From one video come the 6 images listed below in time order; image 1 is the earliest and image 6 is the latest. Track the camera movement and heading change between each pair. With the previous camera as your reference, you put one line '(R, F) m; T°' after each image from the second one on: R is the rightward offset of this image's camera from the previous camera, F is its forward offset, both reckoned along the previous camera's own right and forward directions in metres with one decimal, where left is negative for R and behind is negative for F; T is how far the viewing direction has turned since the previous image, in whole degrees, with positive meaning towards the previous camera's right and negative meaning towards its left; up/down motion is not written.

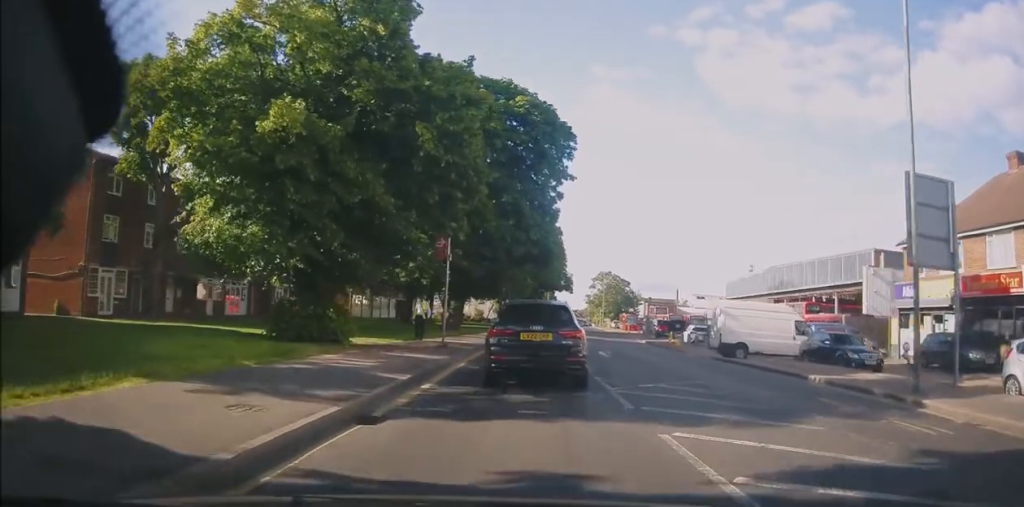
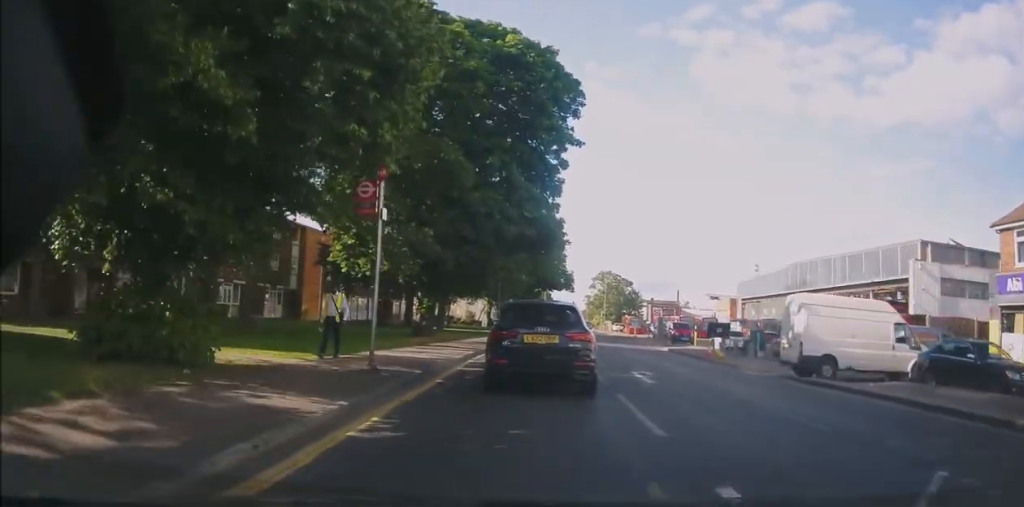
(+0.3, +8.3) m; +2°
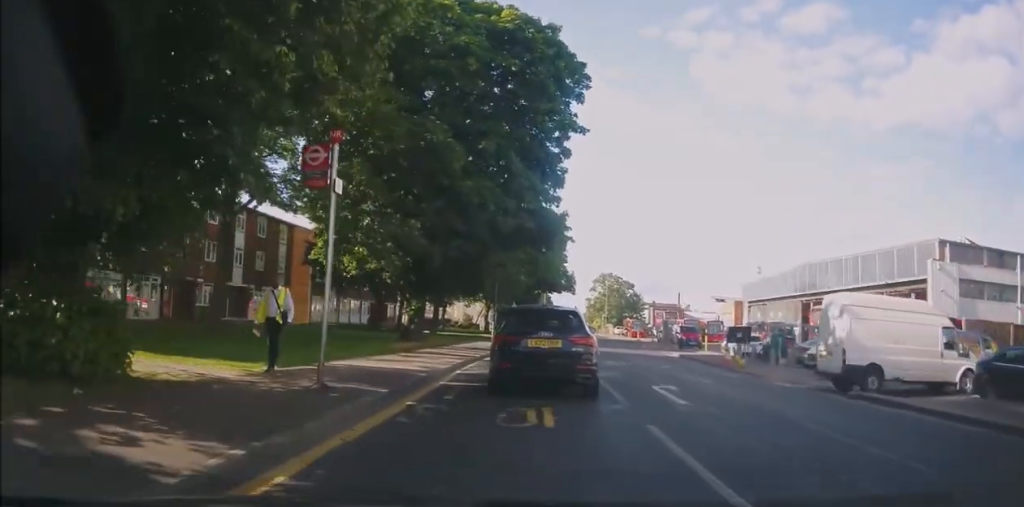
(0.0, +2.9) m; 0°
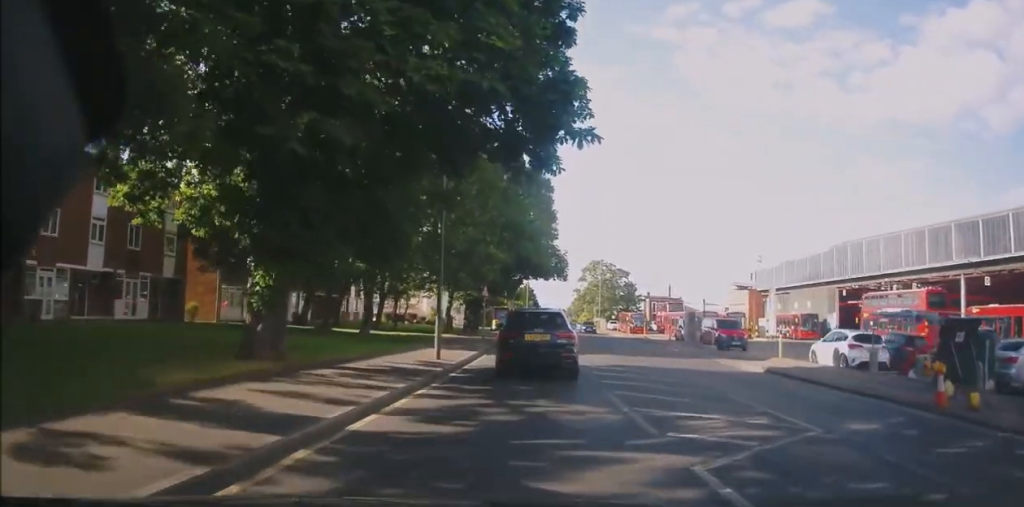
(+0.1, +14.4) m; 0°
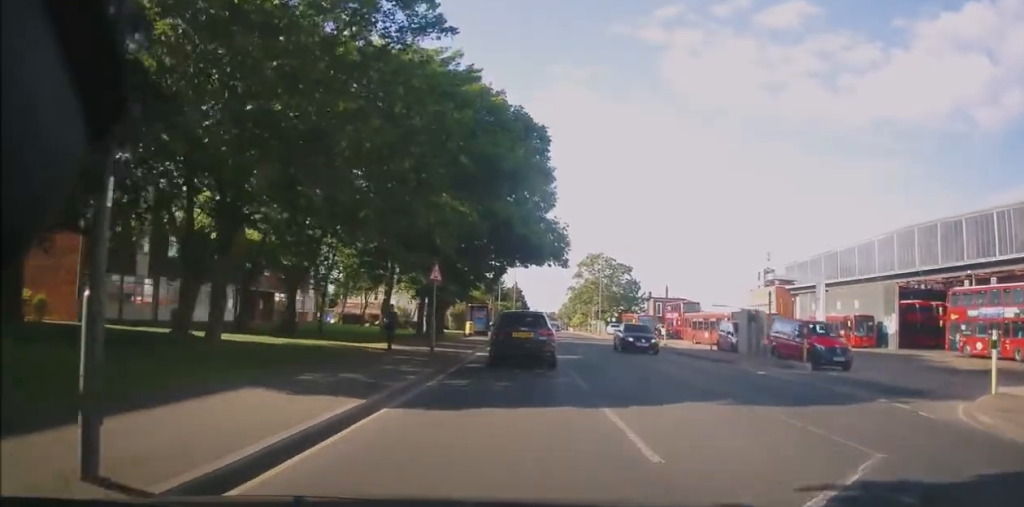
(-0.1, +13.3) m; 0°
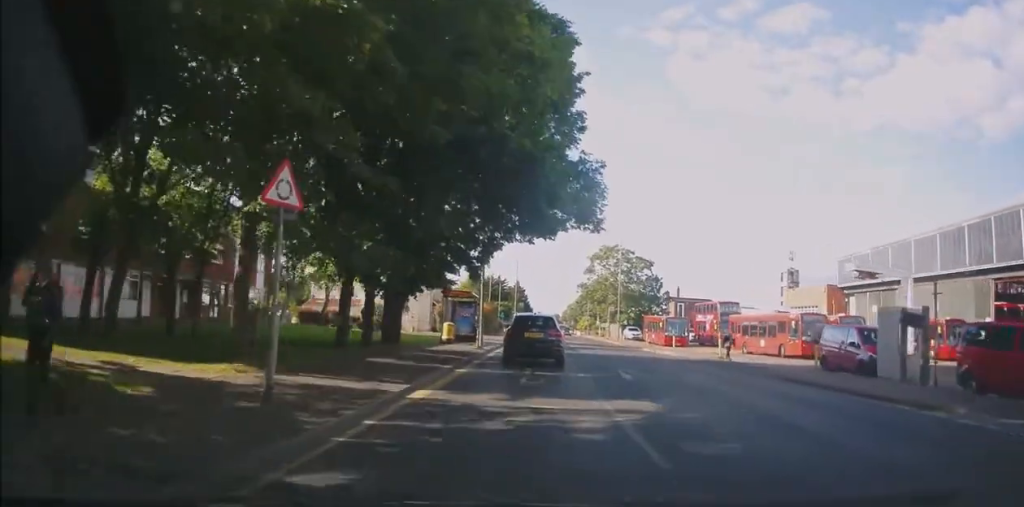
(0.0, +12.3) m; +1°
